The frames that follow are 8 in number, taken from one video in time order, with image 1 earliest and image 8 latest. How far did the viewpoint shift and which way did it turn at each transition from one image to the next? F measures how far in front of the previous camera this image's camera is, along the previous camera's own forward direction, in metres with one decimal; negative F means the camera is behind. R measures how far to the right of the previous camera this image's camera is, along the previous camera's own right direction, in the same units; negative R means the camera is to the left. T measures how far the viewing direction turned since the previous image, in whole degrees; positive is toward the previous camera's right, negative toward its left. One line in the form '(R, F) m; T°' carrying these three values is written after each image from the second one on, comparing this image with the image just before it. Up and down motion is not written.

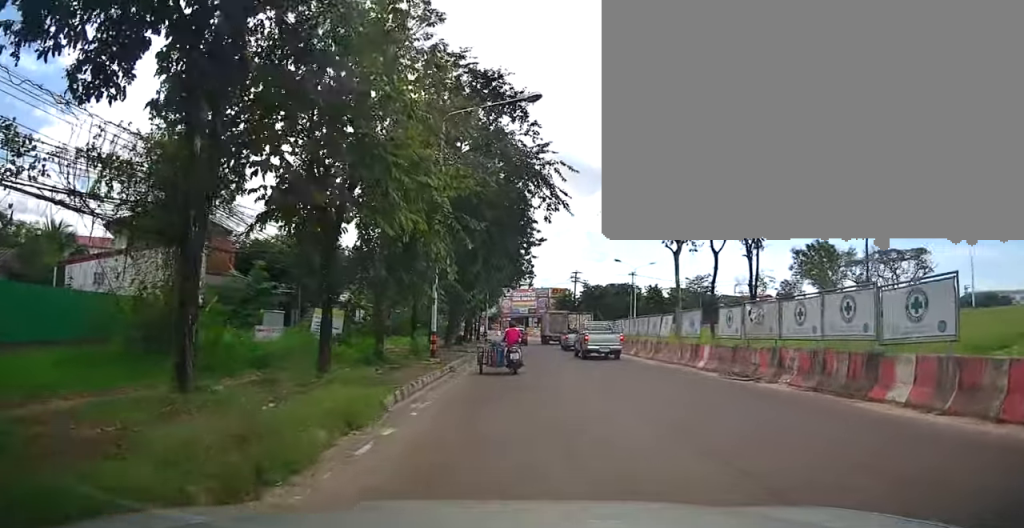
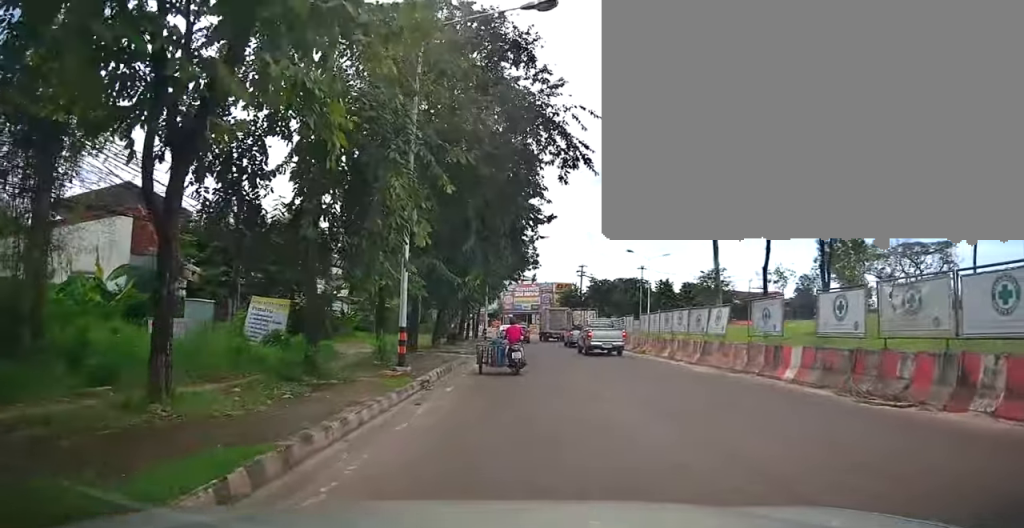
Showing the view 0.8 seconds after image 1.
(+0.2, +6.2) m; 0°
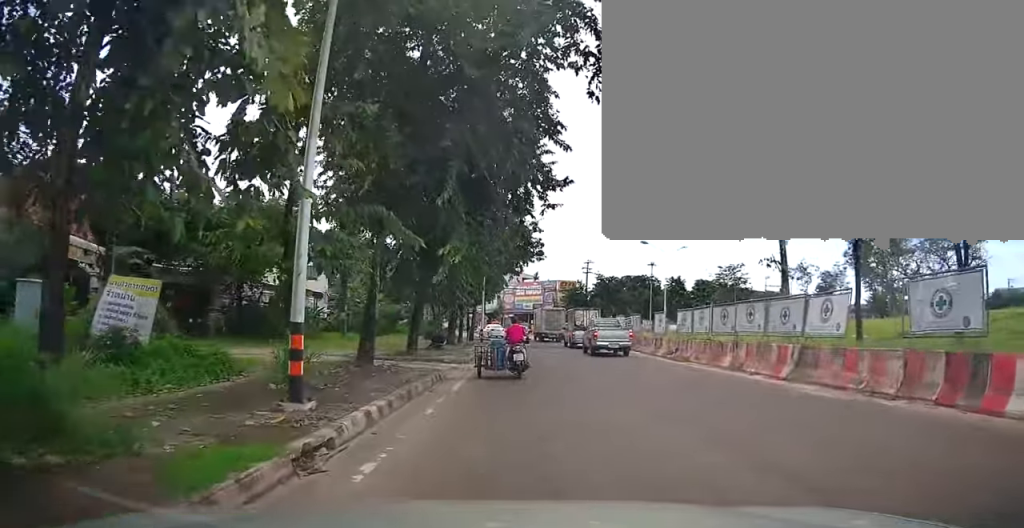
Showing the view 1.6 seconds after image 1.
(0.0, +6.8) m; -5°
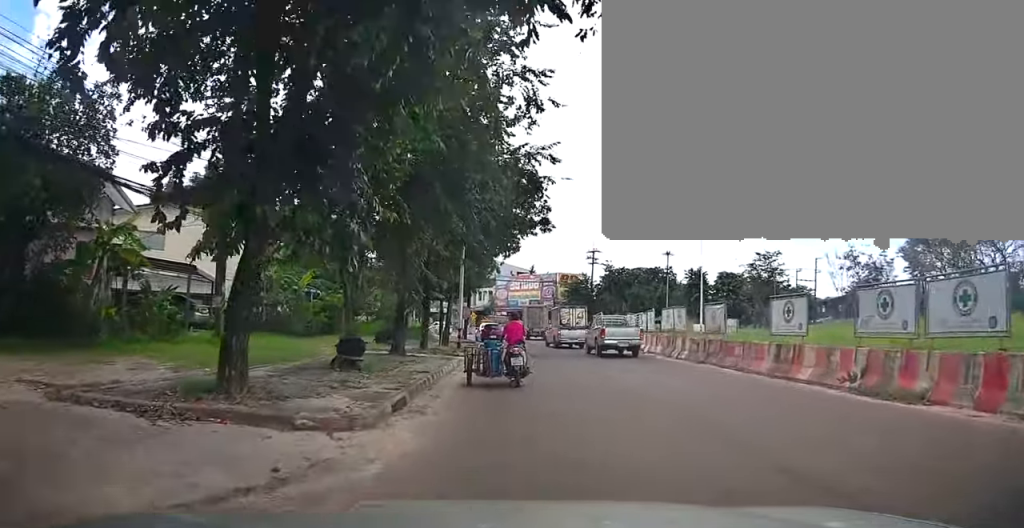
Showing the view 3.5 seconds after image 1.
(0.0, +13.2) m; +5°
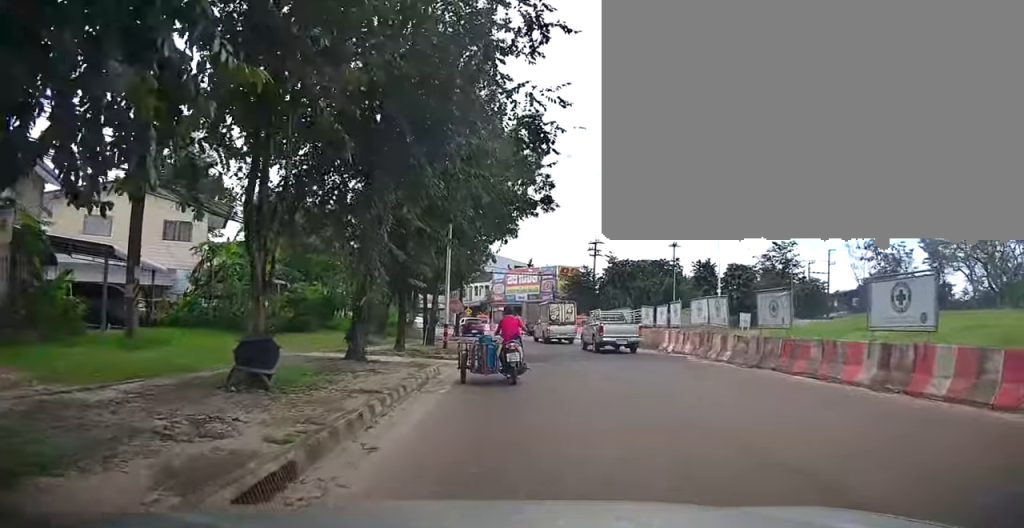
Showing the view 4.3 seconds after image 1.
(-0.1, +4.6) m; -1°
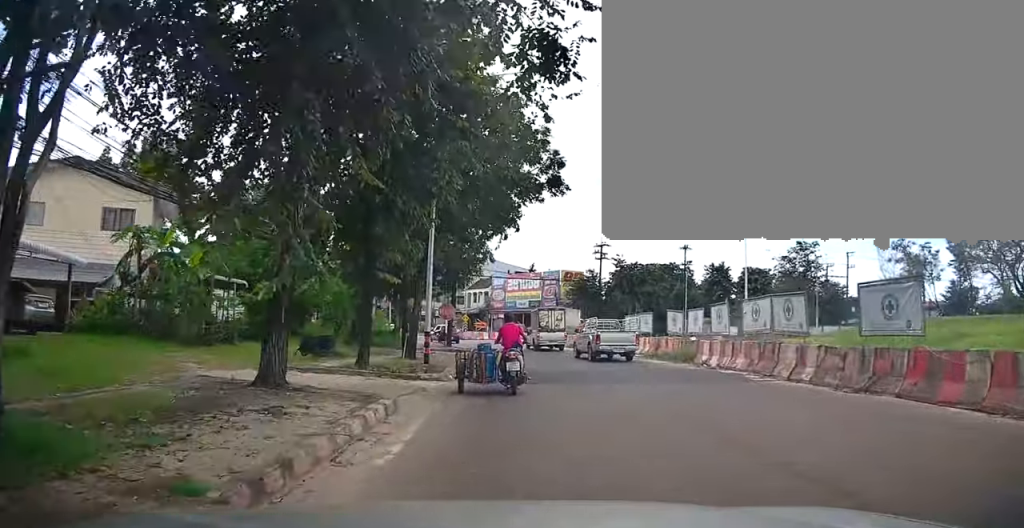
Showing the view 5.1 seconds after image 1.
(0.0, +4.9) m; -1°
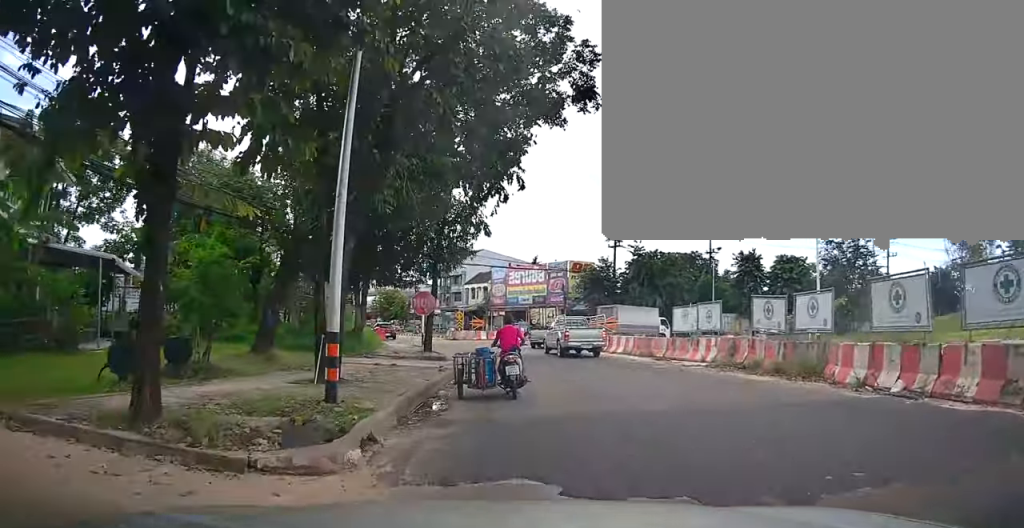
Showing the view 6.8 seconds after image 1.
(+0.3, +9.5) m; +7°
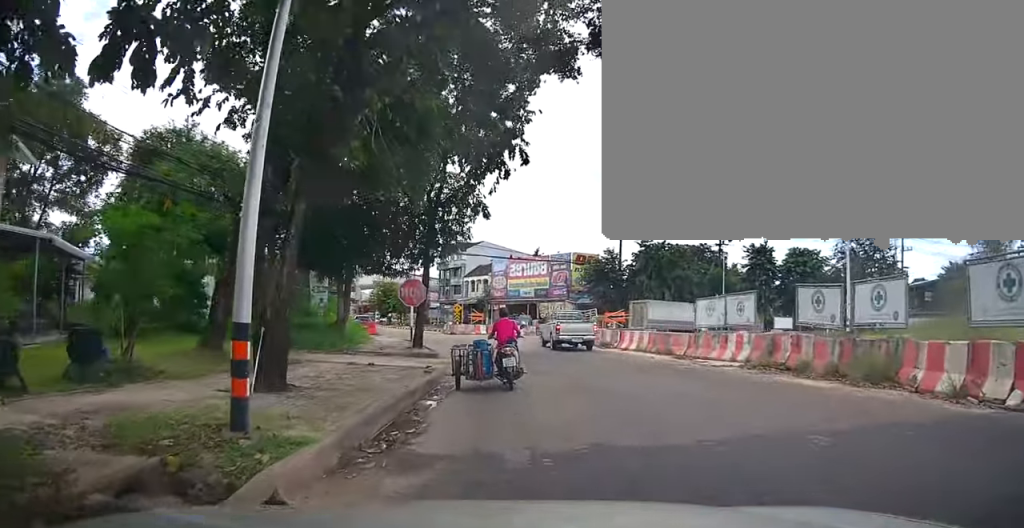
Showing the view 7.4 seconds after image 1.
(+0.5, +2.9) m; 0°
